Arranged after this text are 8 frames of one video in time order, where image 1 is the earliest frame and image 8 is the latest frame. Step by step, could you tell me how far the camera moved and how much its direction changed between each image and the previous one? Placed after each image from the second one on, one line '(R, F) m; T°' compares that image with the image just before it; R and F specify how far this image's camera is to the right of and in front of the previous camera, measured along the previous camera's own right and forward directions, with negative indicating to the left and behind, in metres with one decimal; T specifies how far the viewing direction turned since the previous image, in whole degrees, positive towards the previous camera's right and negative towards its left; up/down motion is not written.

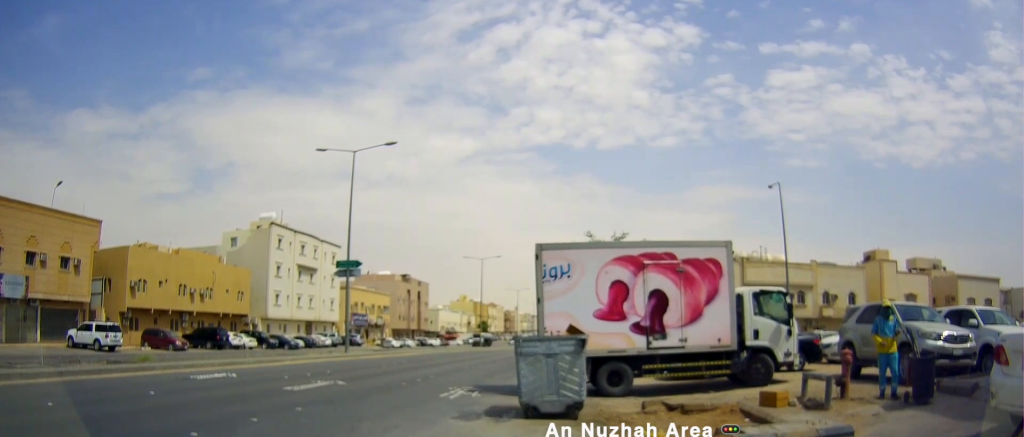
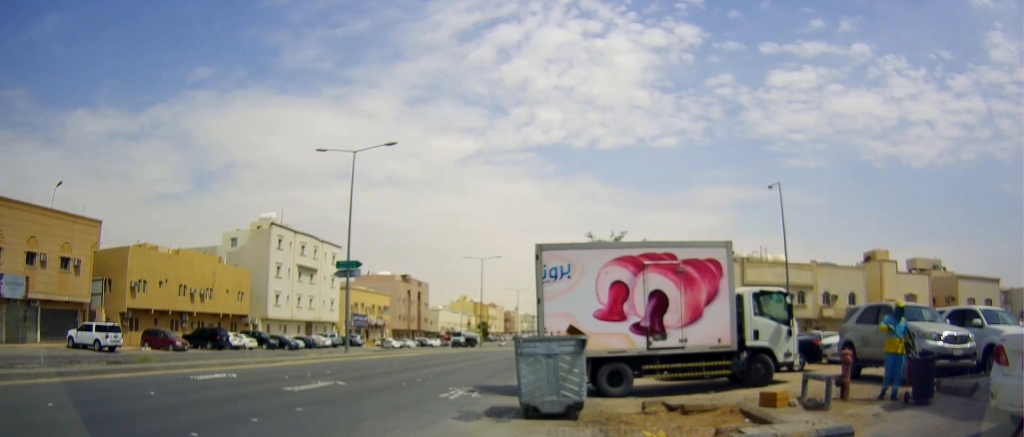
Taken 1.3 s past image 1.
(-0.4, +0.2) m; 0°
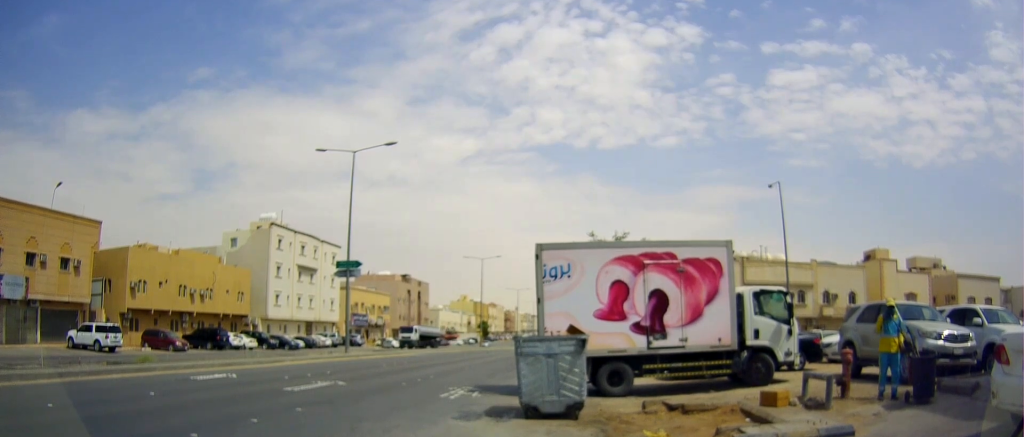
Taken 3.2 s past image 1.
(0.0, 0.0) m; 0°
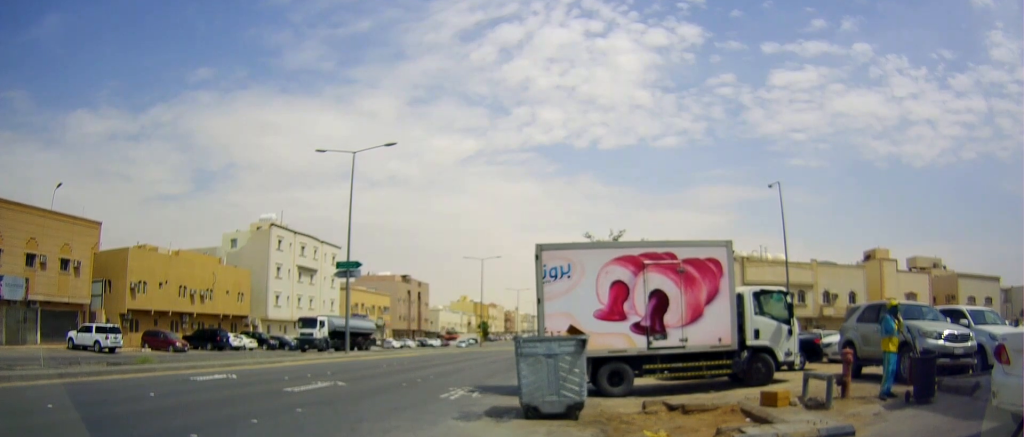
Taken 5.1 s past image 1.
(0.0, 0.0) m; 0°
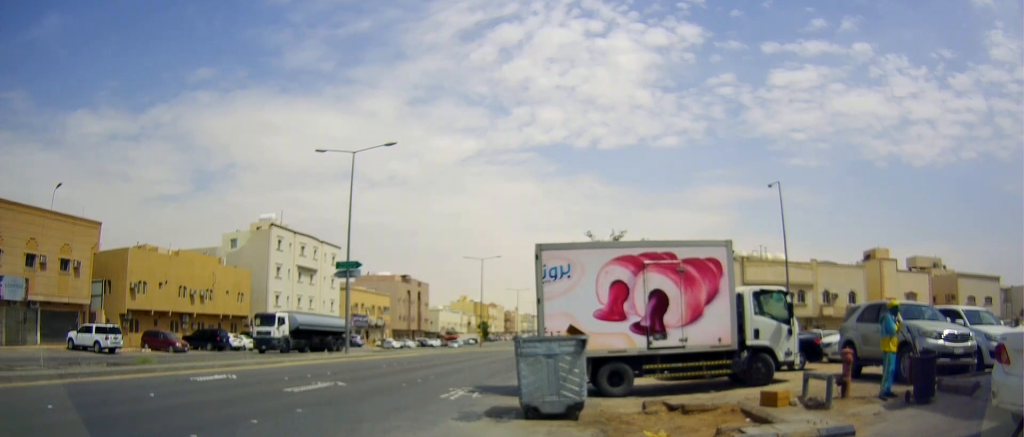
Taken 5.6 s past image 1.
(0.0, 0.0) m; 0°
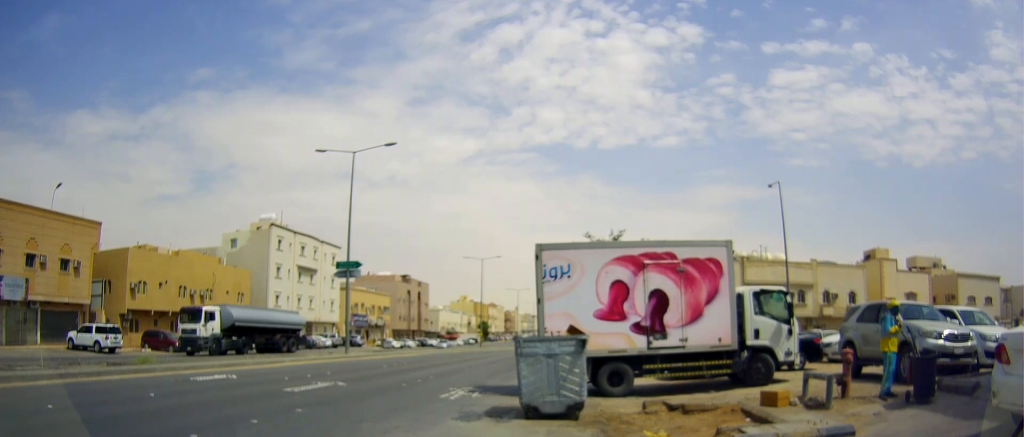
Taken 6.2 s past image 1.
(0.0, 0.0) m; 0°
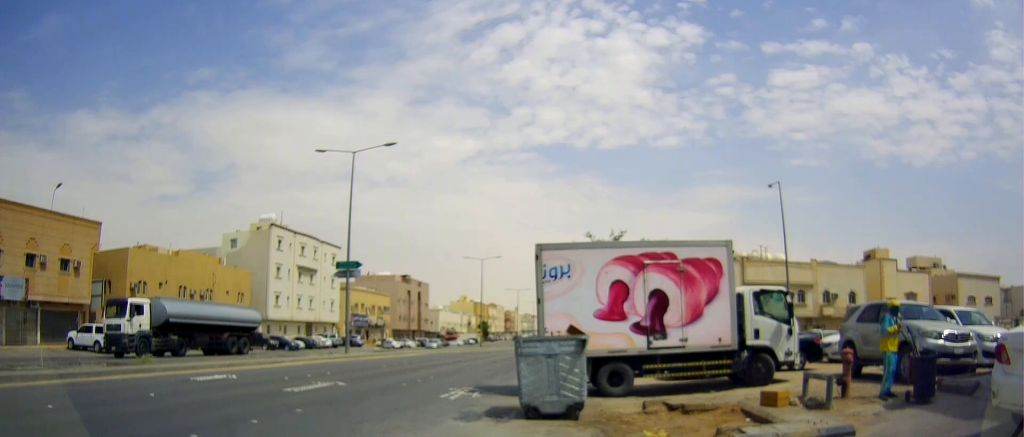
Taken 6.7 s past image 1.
(0.0, 0.0) m; 0°
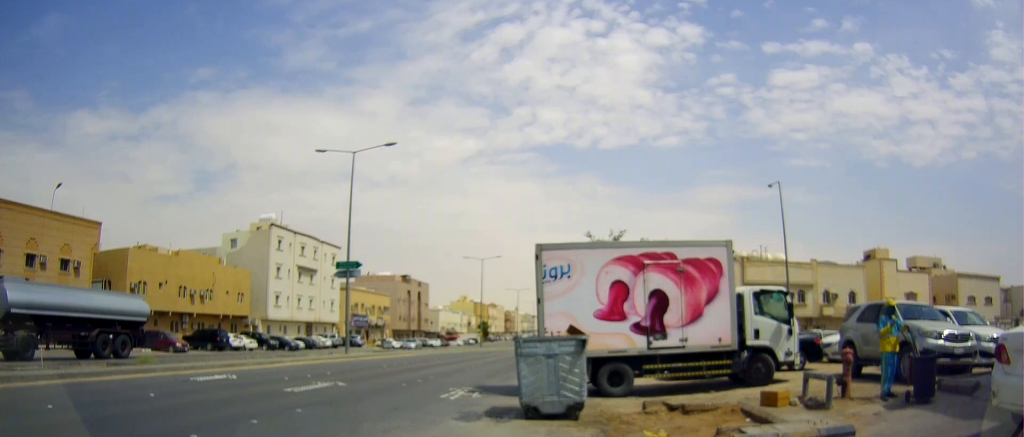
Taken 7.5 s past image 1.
(0.0, 0.0) m; 0°
